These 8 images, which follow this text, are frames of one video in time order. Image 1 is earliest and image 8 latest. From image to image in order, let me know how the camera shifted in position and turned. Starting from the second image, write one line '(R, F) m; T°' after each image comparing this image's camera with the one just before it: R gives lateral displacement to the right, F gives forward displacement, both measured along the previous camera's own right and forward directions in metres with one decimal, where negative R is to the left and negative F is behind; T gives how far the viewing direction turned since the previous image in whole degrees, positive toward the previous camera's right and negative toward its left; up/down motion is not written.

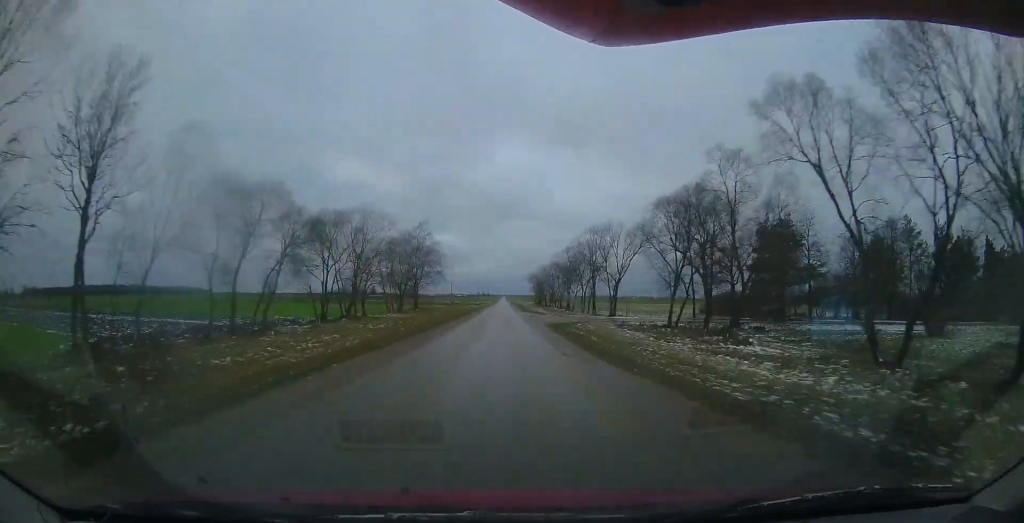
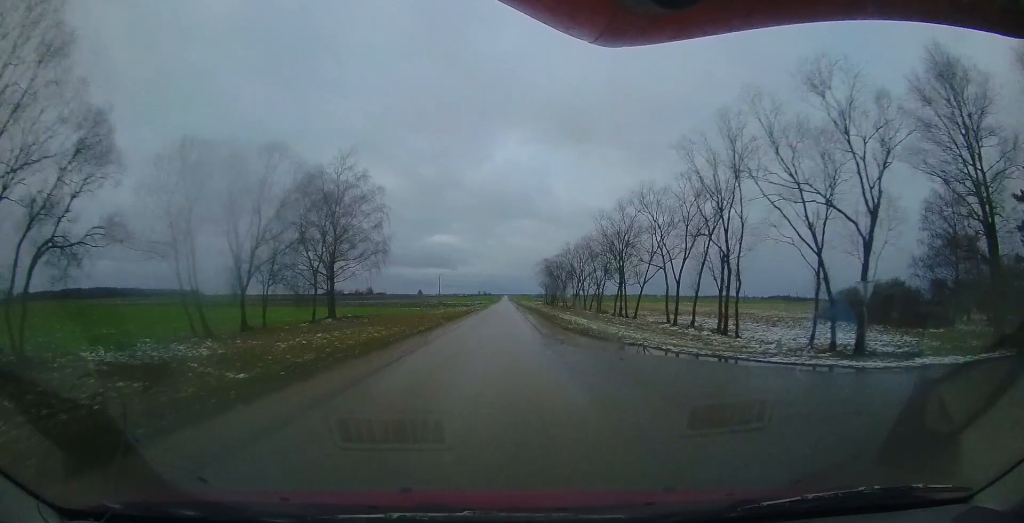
(-0.5, +30.7) m; -1°
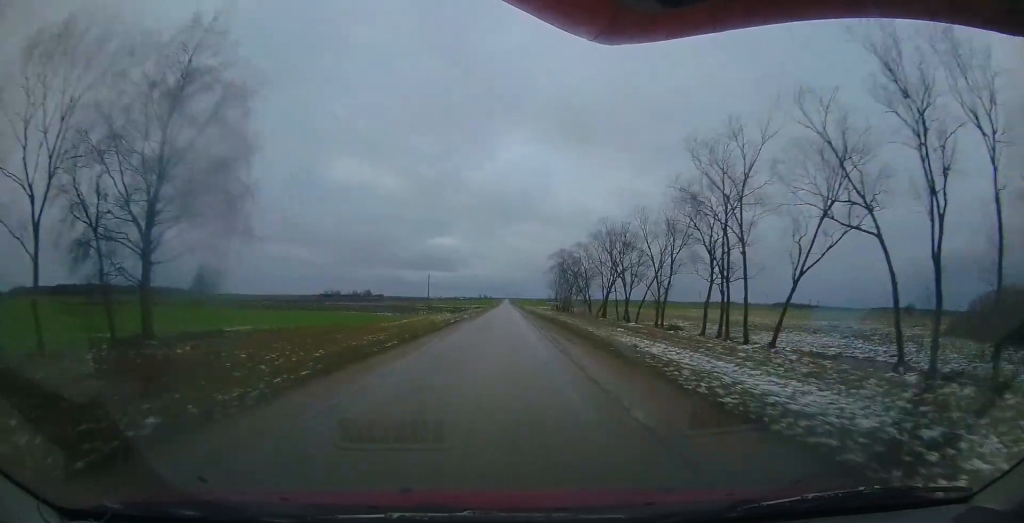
(0.0, +19.0) m; +1°
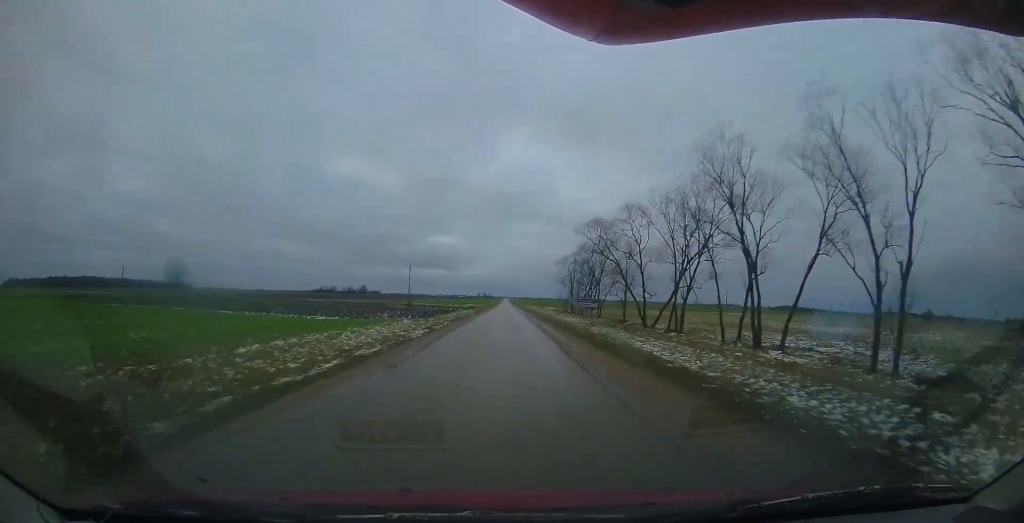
(+0.1, +20.1) m; +1°
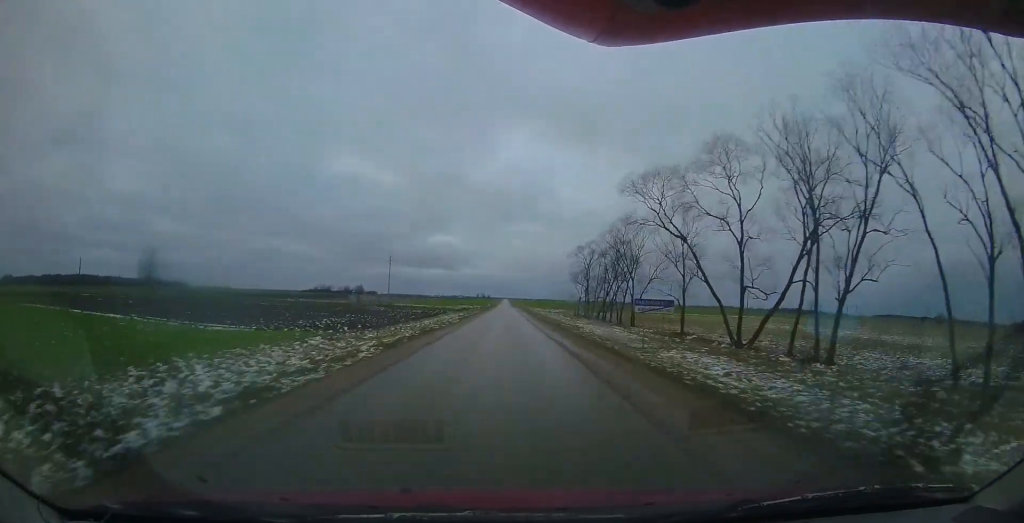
(+0.3, +13.5) m; 0°
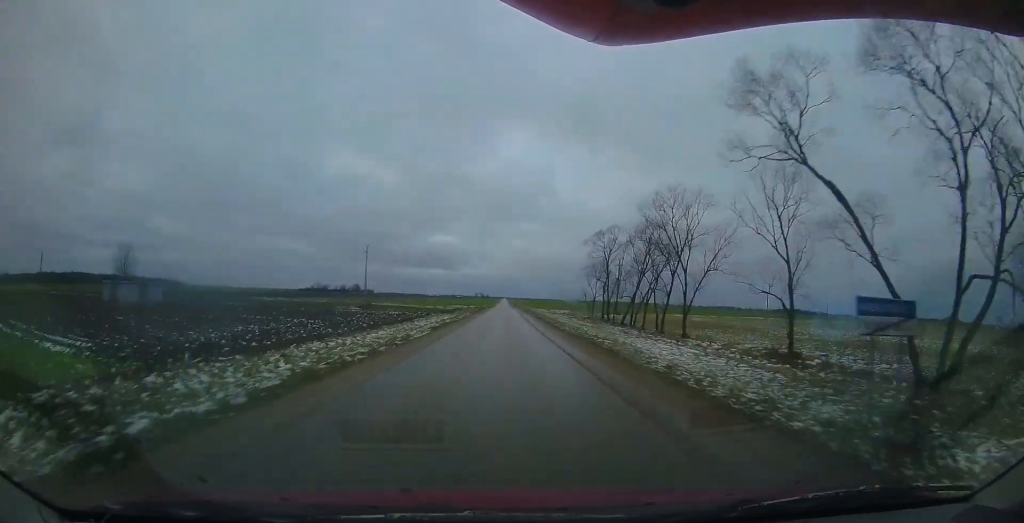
(0.0, +11.0) m; 0°
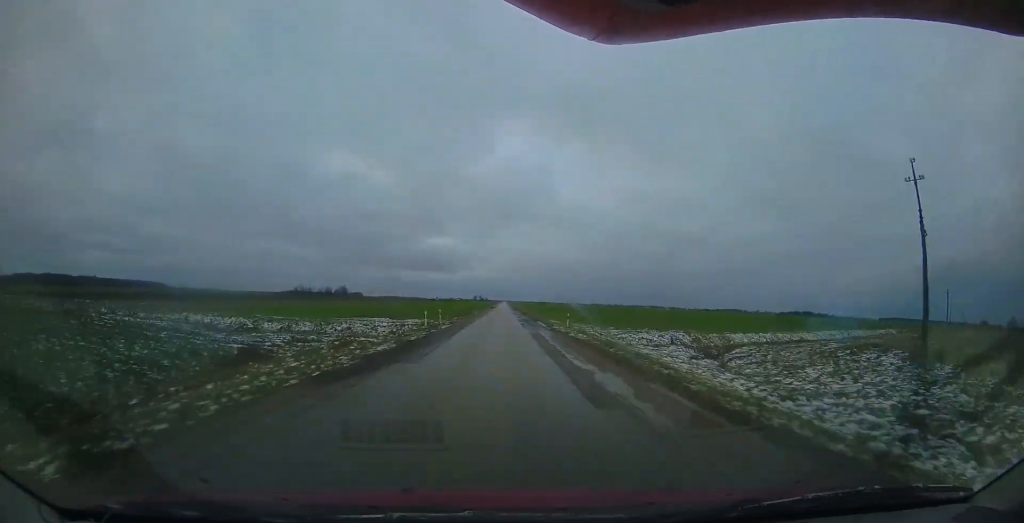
(+0.3, +59.8) m; 0°
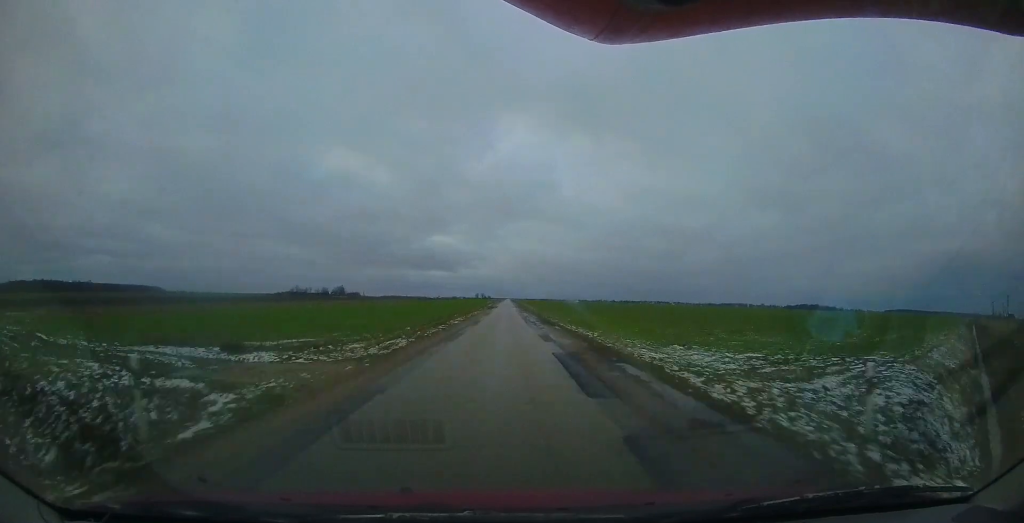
(-0.2, +22.2) m; 0°
